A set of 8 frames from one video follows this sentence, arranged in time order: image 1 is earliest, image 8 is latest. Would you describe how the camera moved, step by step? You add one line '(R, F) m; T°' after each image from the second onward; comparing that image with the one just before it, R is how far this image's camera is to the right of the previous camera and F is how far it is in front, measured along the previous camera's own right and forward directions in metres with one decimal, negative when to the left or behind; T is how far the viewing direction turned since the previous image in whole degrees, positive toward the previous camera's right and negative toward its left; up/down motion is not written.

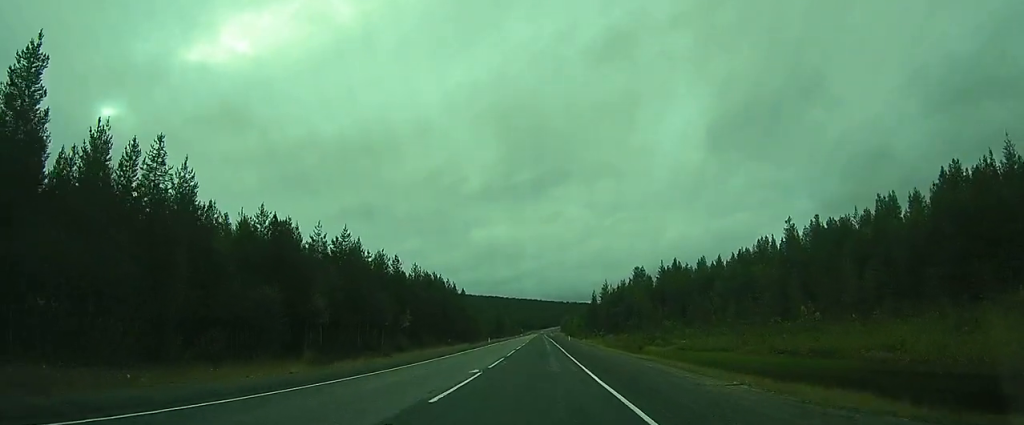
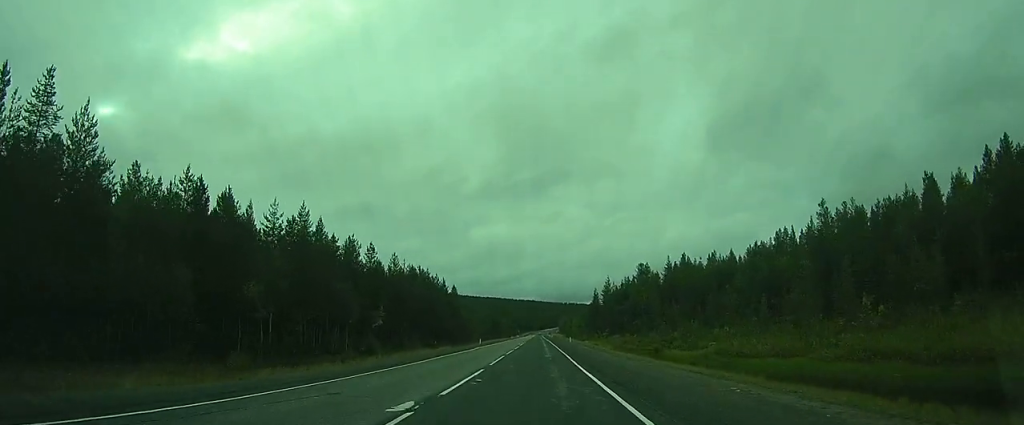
(-0.1, +10.1) m; 0°
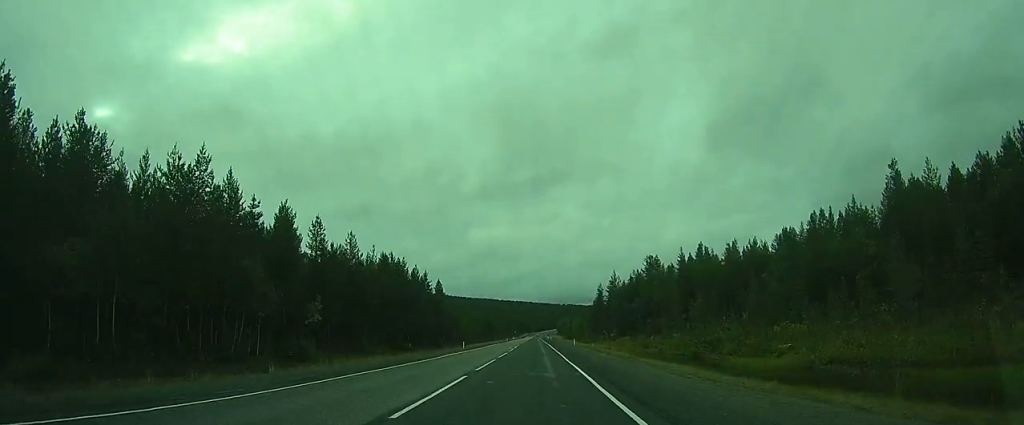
(0.0, +14.8) m; 0°
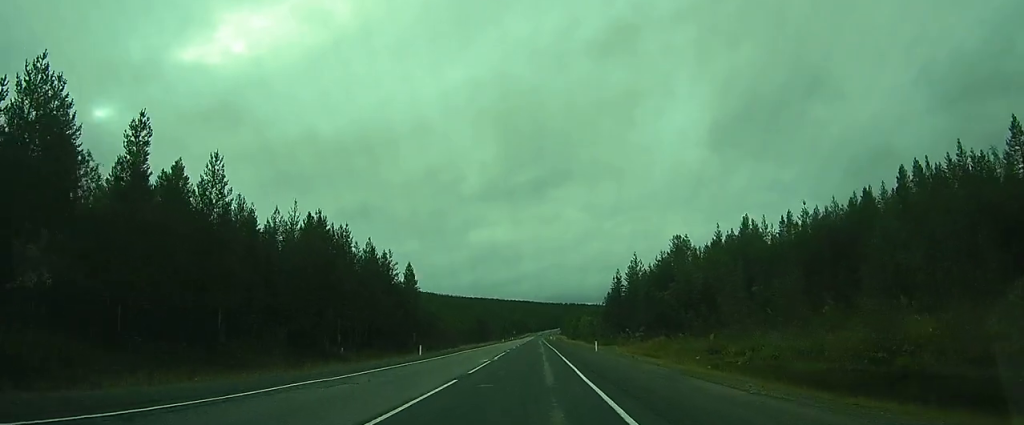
(0.0, +23.4) m; 0°
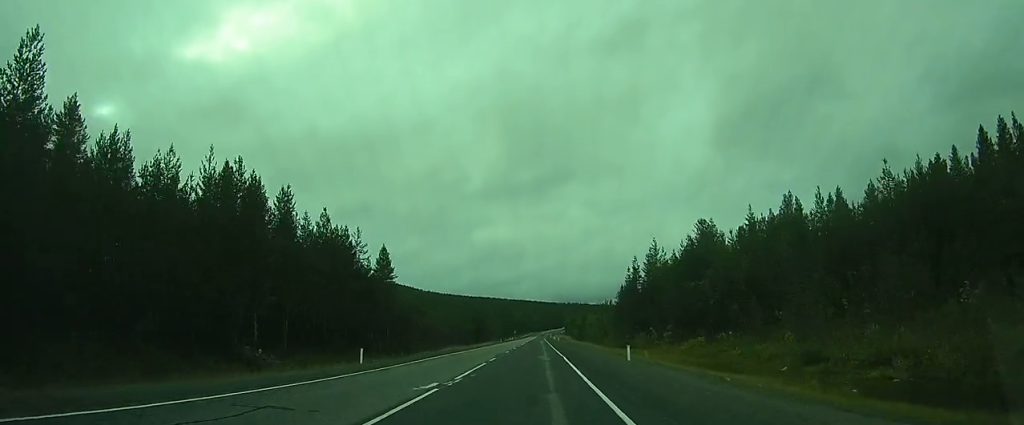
(0.0, +13.5) m; 0°
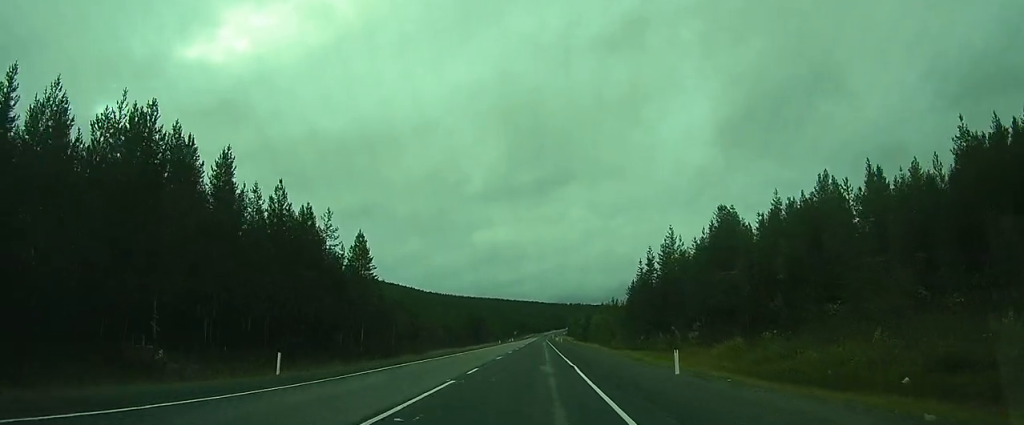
(0.0, +8.7) m; 0°
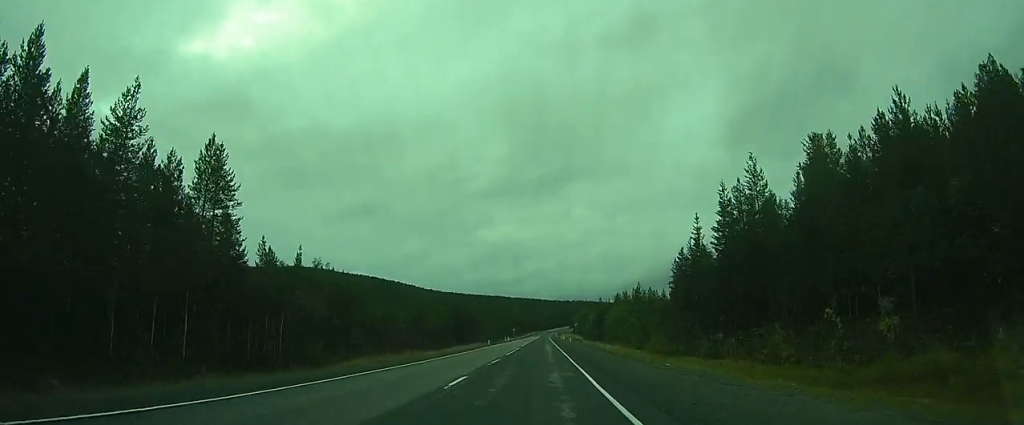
(+0.2, +26.0) m; +1°
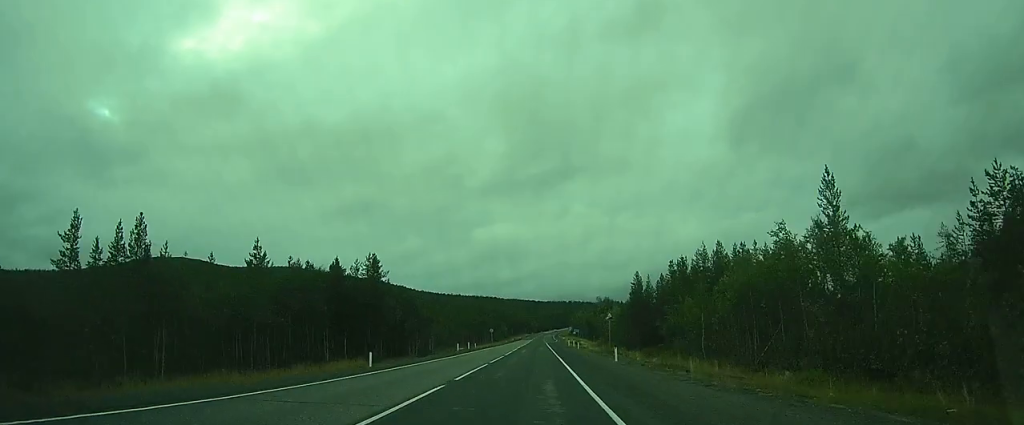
(+0.3, +57.7) m; 0°
